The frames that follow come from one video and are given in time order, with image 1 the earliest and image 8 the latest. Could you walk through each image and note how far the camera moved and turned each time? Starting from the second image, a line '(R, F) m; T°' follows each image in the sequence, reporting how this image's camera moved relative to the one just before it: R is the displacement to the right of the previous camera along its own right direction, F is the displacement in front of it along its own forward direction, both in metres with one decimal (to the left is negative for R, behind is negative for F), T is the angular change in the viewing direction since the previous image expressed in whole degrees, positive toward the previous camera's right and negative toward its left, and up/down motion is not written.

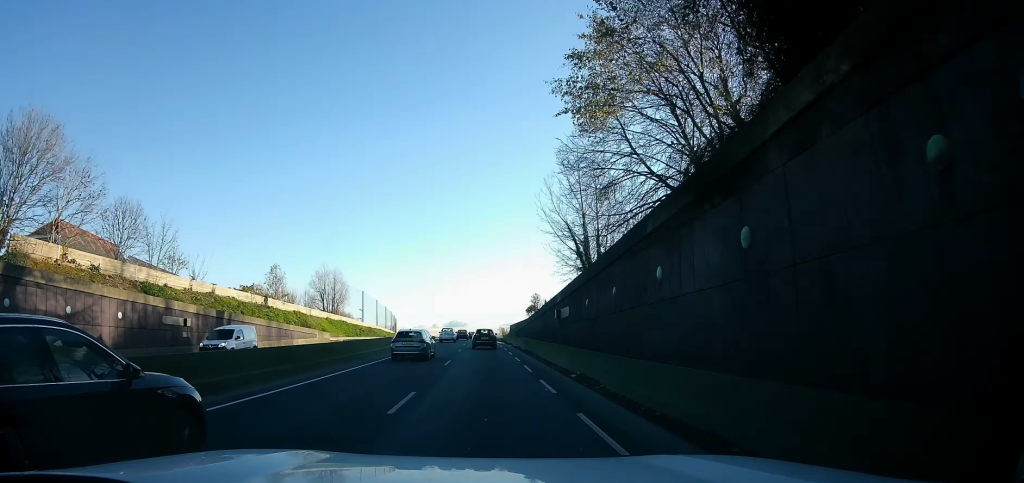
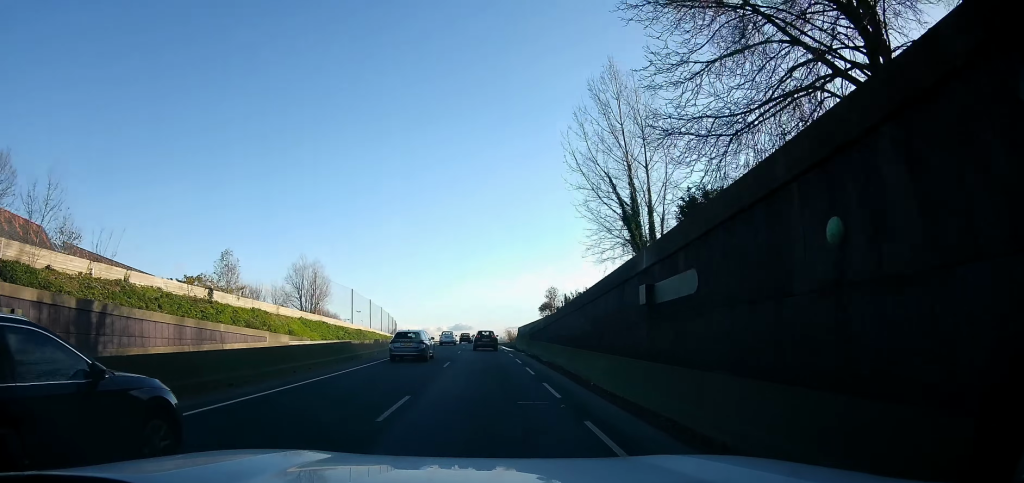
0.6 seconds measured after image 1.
(-0.2, +13.1) m; 0°
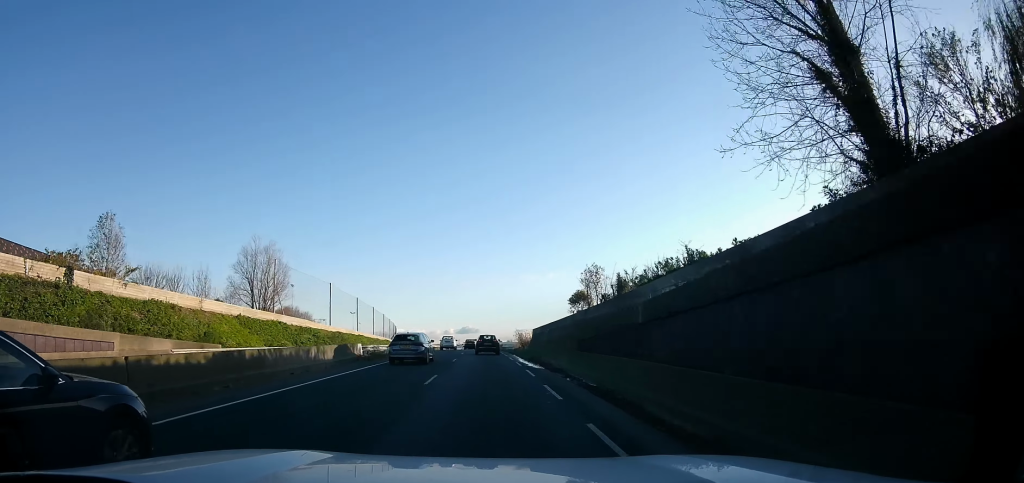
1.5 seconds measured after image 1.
(0.0, +18.5) m; 0°
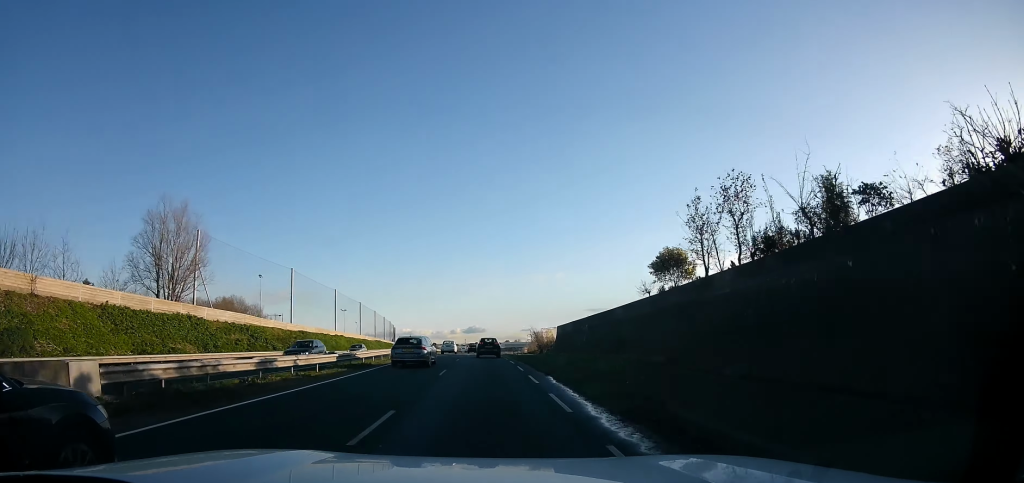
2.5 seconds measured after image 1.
(-0.1, +19.7) m; 0°
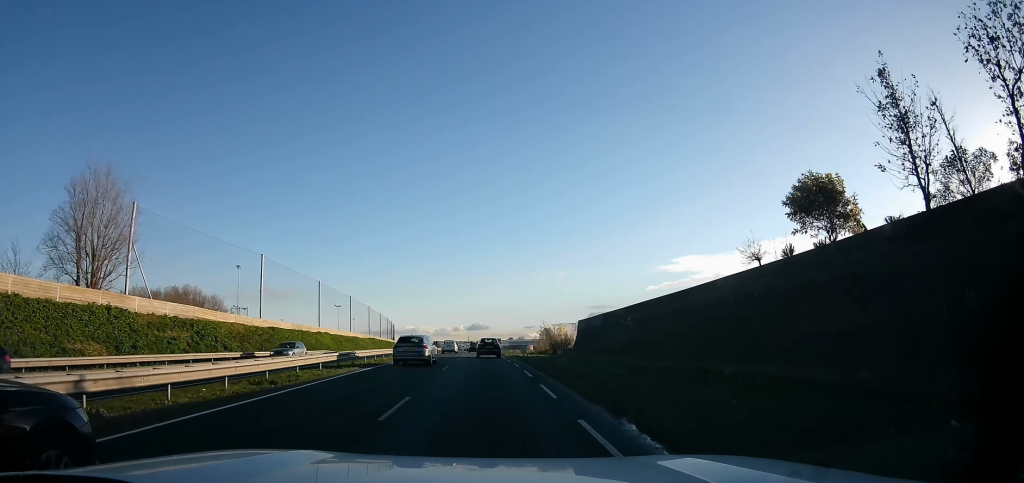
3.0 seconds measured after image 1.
(-0.1, +10.2) m; 0°
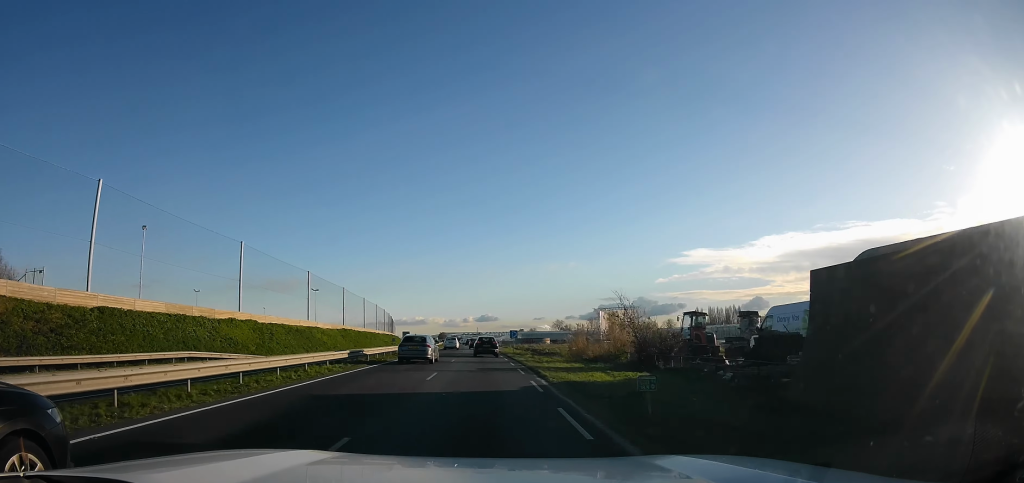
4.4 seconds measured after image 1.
(-0.3, +28.5) m; -2°
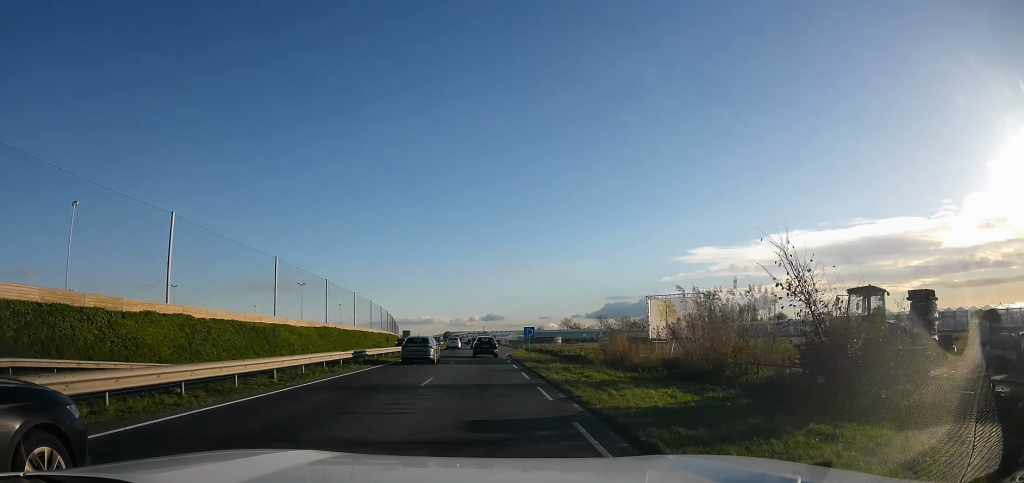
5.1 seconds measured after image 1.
(-0.1, +13.7) m; -1°
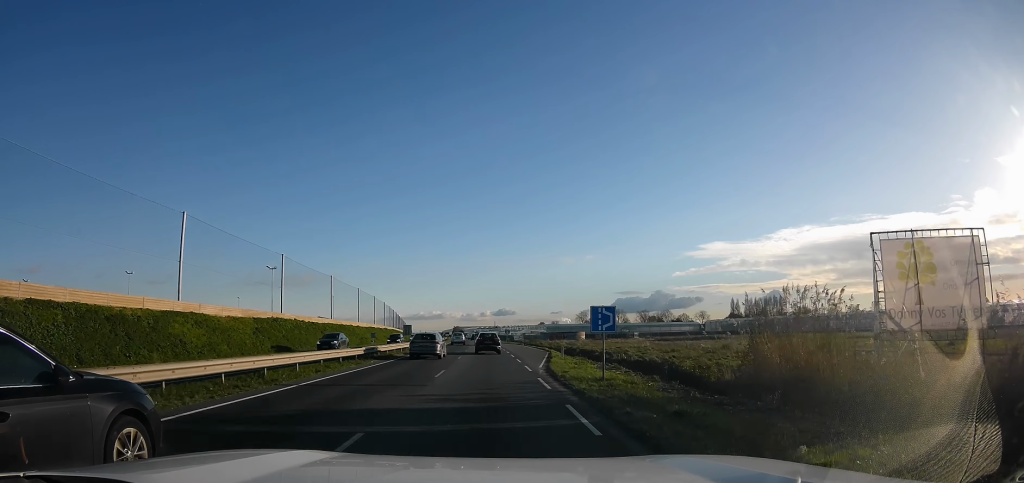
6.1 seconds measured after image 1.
(-0.2, +22.2) m; -1°
